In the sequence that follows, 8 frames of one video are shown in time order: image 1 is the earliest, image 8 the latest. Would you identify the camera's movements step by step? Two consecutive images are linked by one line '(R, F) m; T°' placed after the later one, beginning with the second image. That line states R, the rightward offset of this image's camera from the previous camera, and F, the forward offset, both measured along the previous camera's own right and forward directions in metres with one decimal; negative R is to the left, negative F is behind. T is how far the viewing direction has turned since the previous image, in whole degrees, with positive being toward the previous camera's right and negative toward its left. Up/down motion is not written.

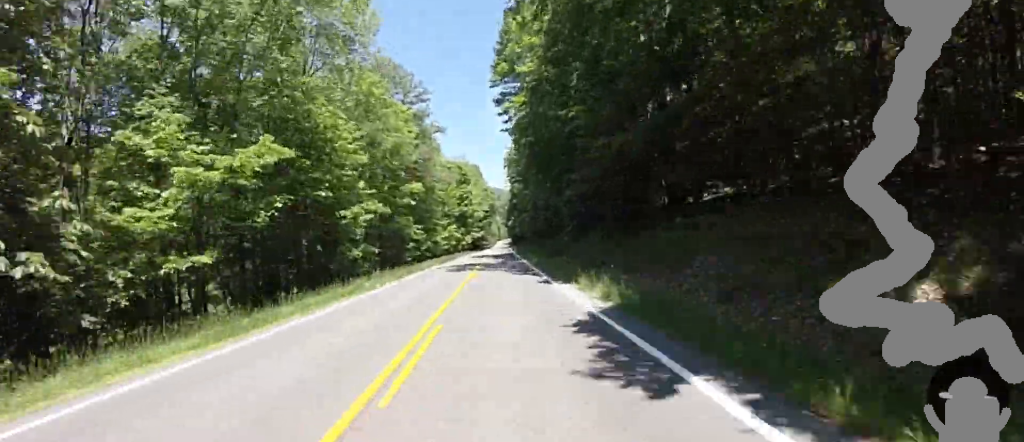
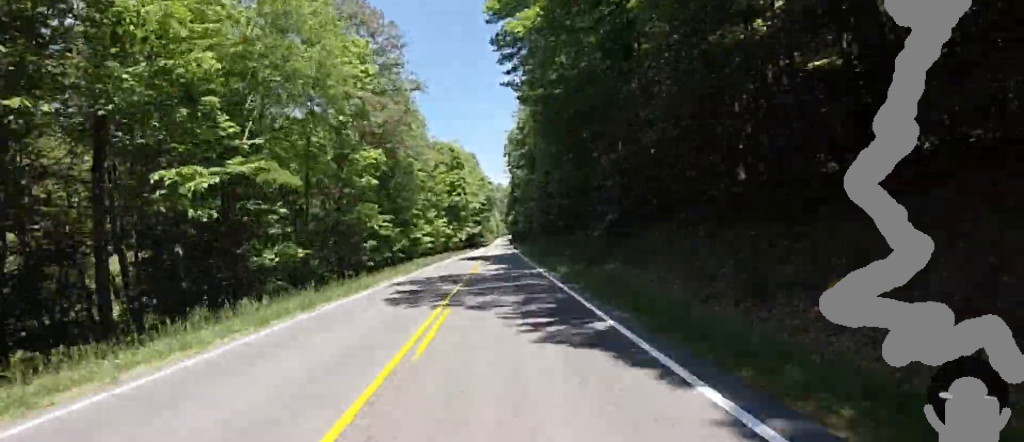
(-0.6, +13.4) m; -2°
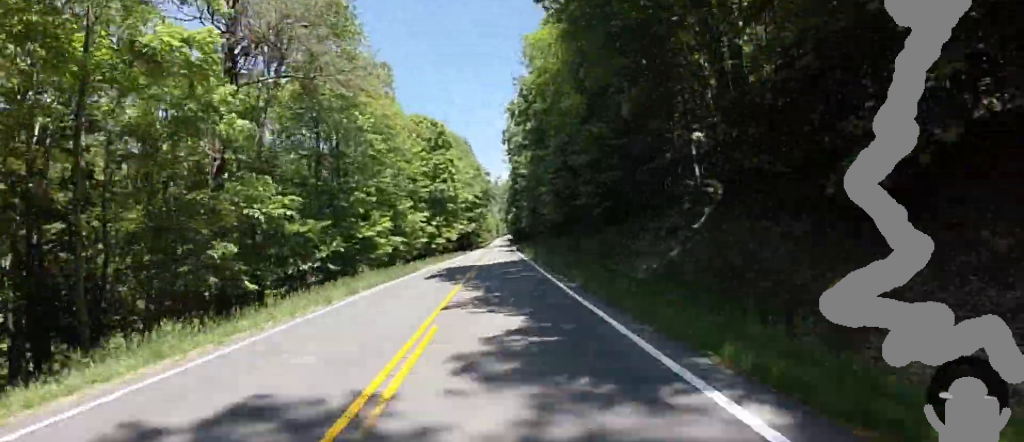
(-0.2, +15.9) m; -1°
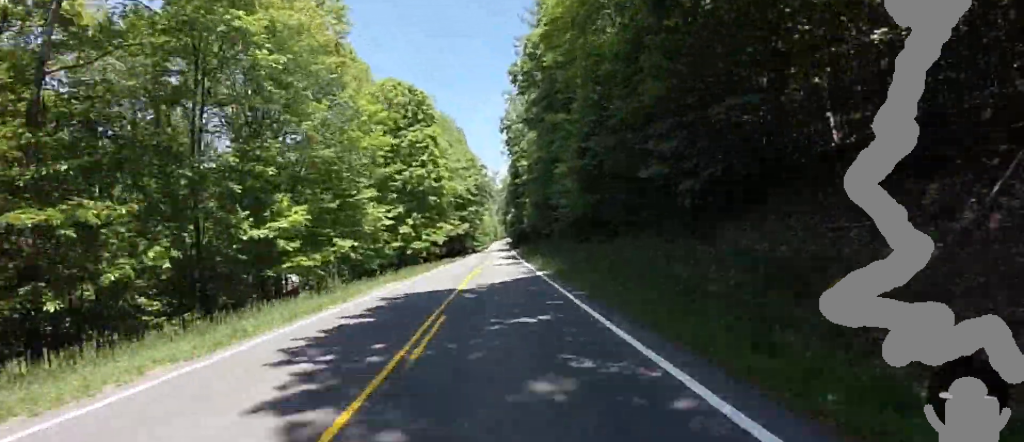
(+0.2, +12.3) m; -1°
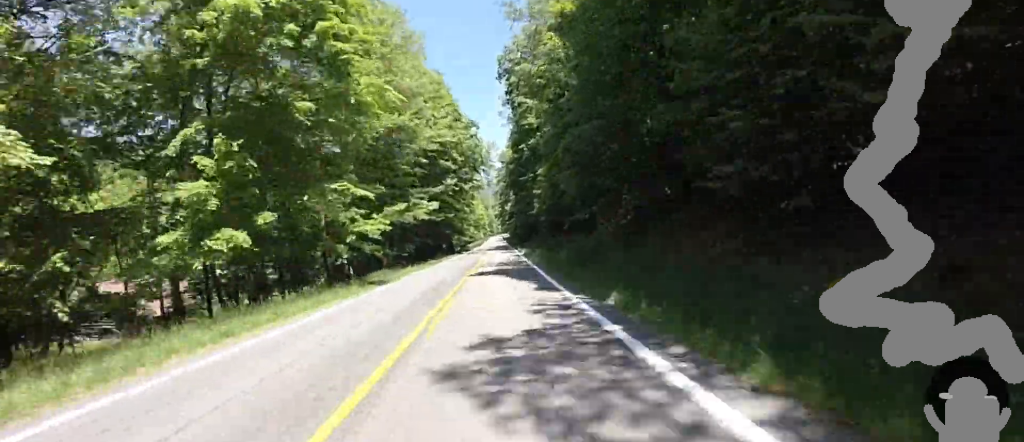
(-0.7, +25.7) m; 0°
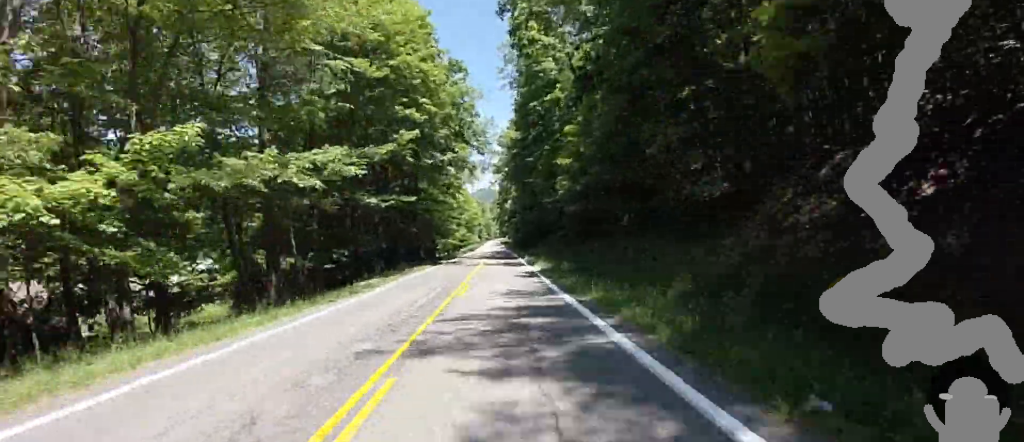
(+0.6, +19.2) m; +2°
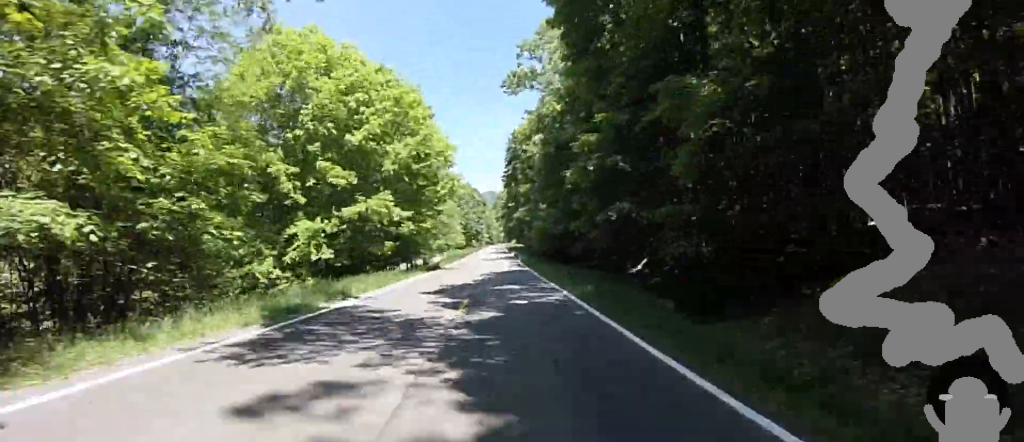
(+1.0, +56.1) m; +1°
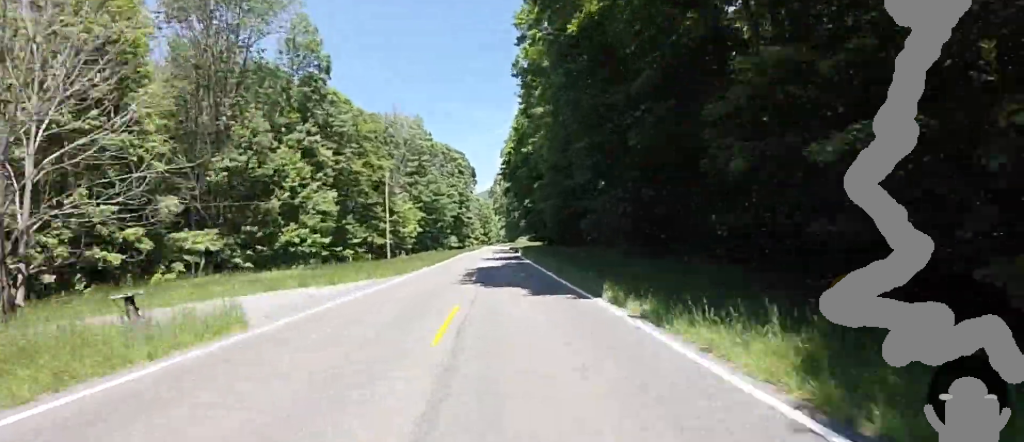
(+1.4, +64.0) m; +3°
